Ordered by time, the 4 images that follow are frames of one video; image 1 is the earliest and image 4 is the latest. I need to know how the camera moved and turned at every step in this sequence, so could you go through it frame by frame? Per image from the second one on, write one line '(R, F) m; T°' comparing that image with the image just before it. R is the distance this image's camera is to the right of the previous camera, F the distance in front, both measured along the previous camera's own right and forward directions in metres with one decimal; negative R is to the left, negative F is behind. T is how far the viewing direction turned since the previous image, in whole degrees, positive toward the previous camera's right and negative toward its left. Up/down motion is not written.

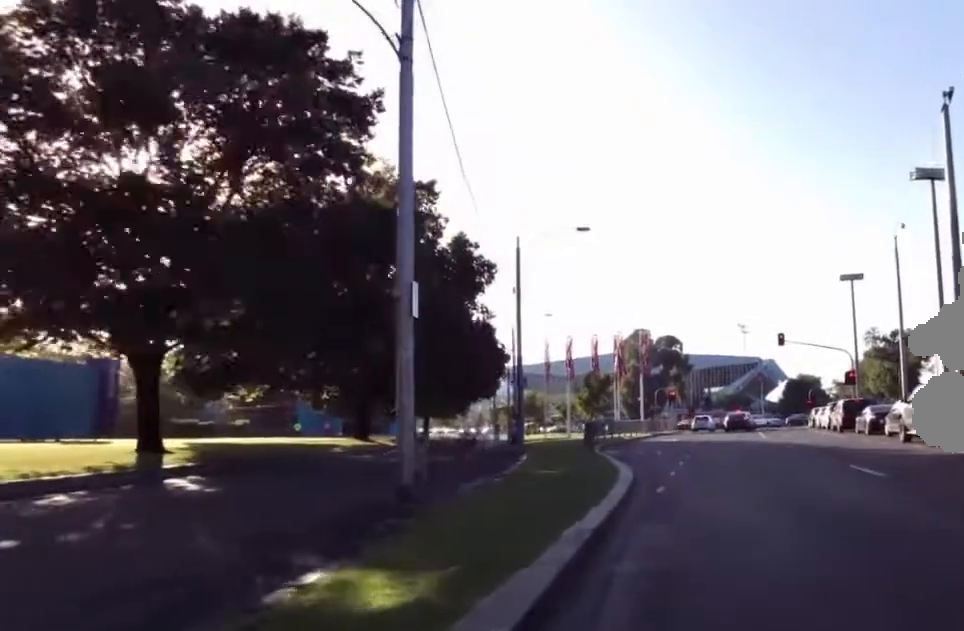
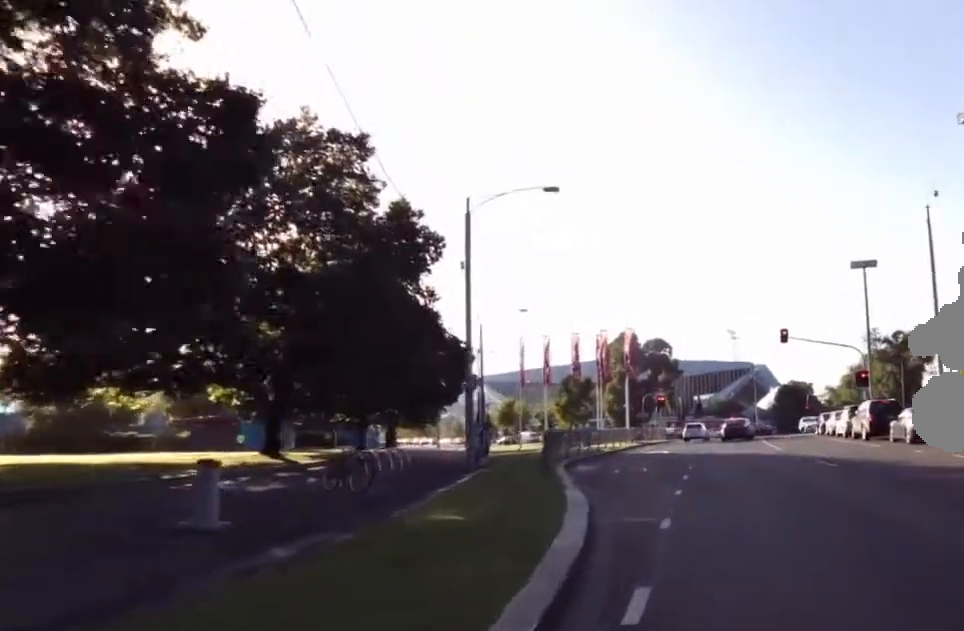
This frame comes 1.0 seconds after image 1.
(+0.6, +7.4) m; +1°
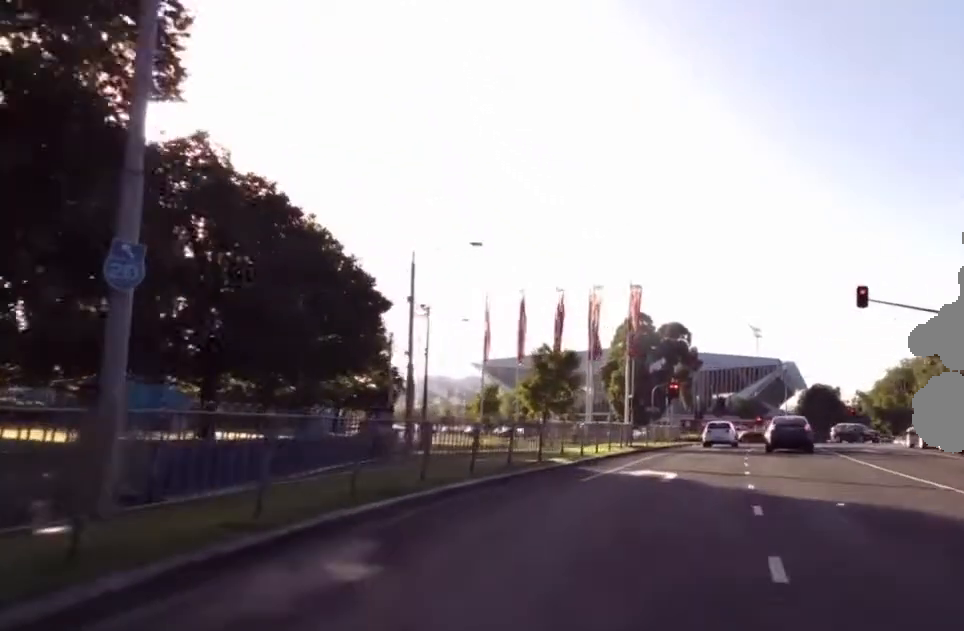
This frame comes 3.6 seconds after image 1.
(+0.3, +17.5) m; +3°
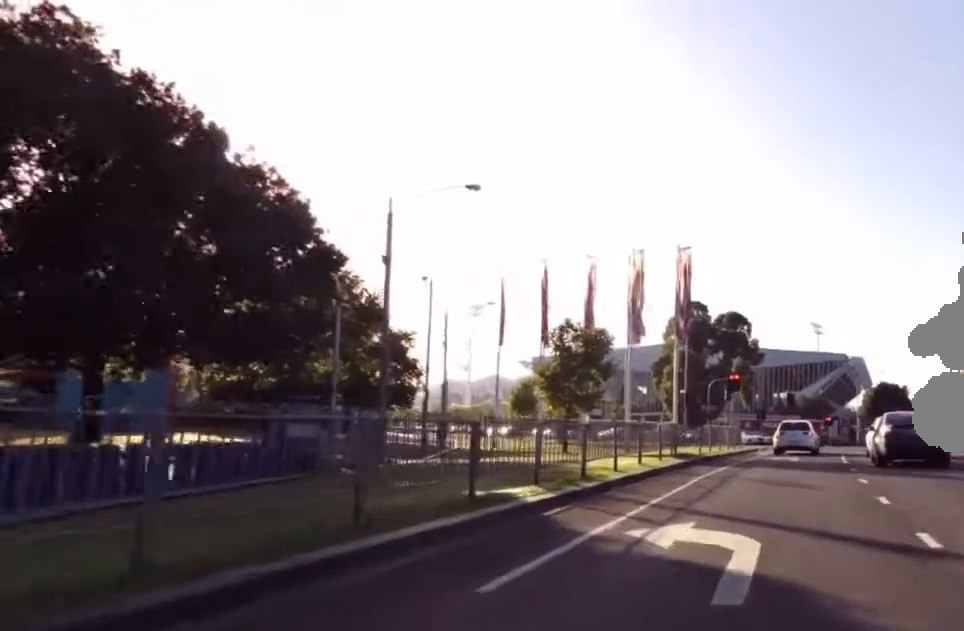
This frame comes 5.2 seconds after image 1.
(-0.9, +9.1) m; -3°
